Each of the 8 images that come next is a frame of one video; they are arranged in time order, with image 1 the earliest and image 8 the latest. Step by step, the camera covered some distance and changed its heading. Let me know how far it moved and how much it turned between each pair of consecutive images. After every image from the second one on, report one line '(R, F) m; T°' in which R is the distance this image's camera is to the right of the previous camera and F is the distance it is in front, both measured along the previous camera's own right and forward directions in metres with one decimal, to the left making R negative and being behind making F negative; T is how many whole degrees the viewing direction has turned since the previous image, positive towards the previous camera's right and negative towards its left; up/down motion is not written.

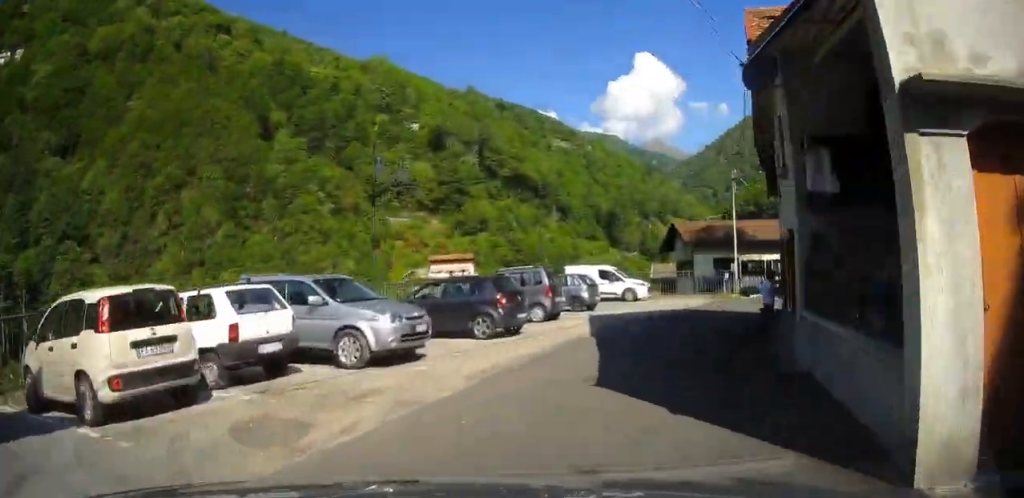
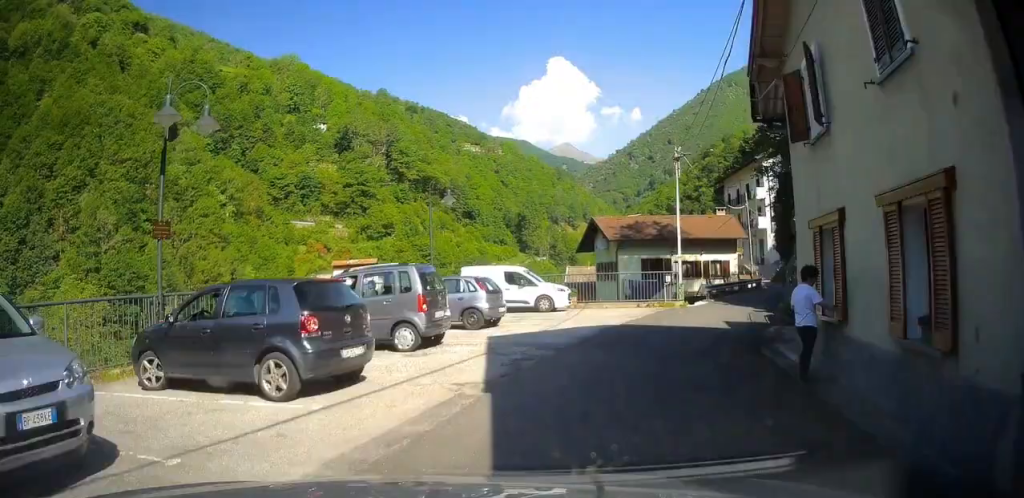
(+1.3, +5.9) m; +18°
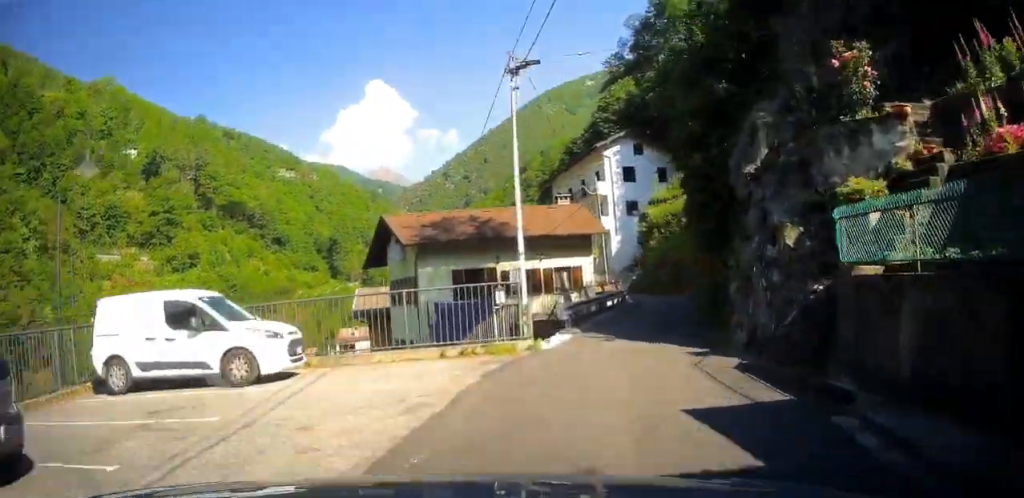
(+1.6, +11.1) m; +19°
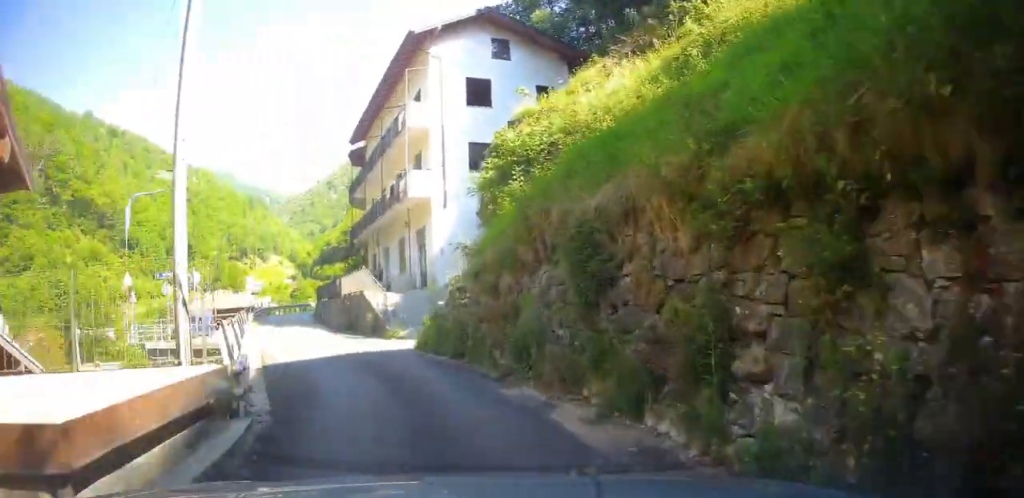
(+6.6, +26.6) m; +8°
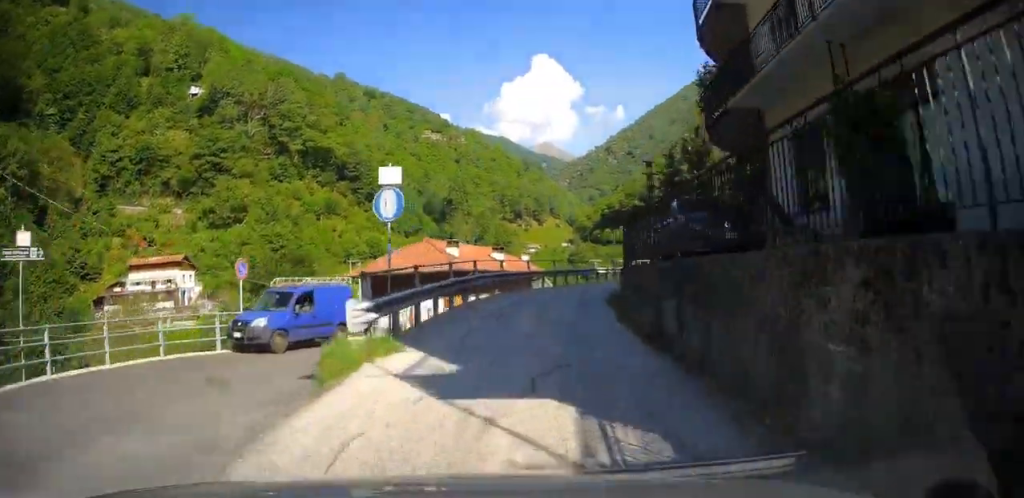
(-7.6, +27.7) m; -20°
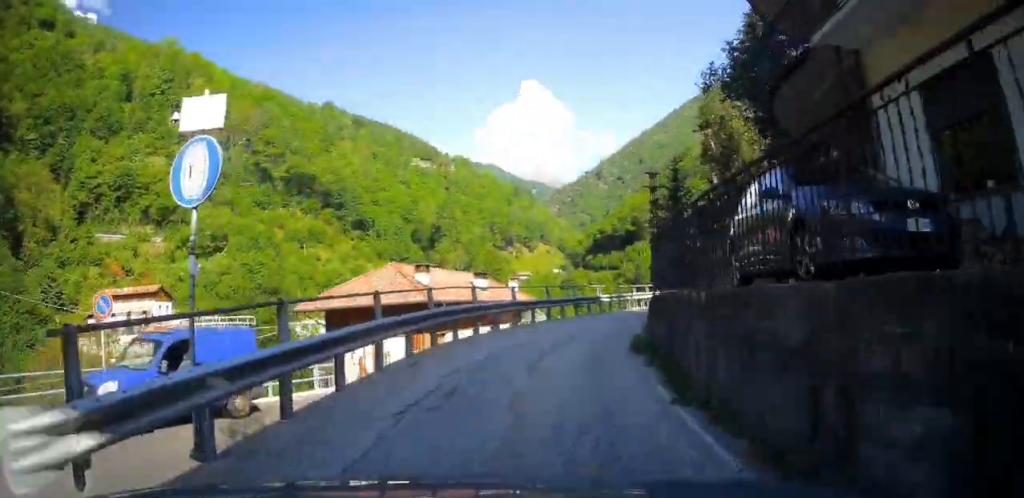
(+0.1, +6.6) m; +2°
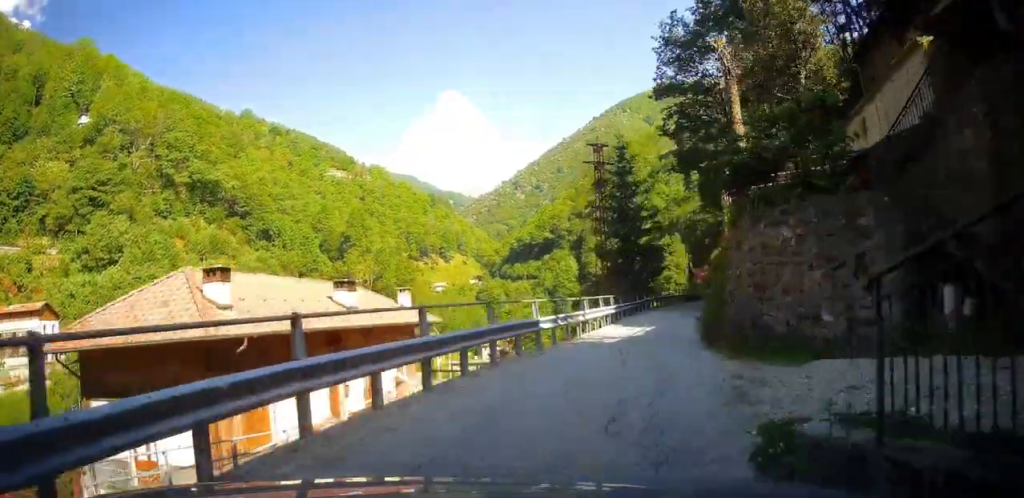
(+0.4, +13.5) m; +6°
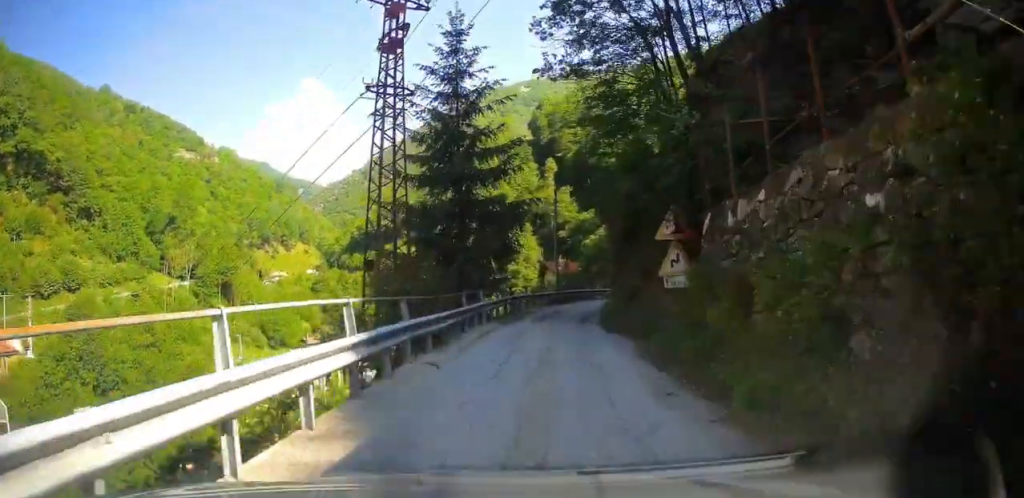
(+2.0, +18.8) m; +11°
